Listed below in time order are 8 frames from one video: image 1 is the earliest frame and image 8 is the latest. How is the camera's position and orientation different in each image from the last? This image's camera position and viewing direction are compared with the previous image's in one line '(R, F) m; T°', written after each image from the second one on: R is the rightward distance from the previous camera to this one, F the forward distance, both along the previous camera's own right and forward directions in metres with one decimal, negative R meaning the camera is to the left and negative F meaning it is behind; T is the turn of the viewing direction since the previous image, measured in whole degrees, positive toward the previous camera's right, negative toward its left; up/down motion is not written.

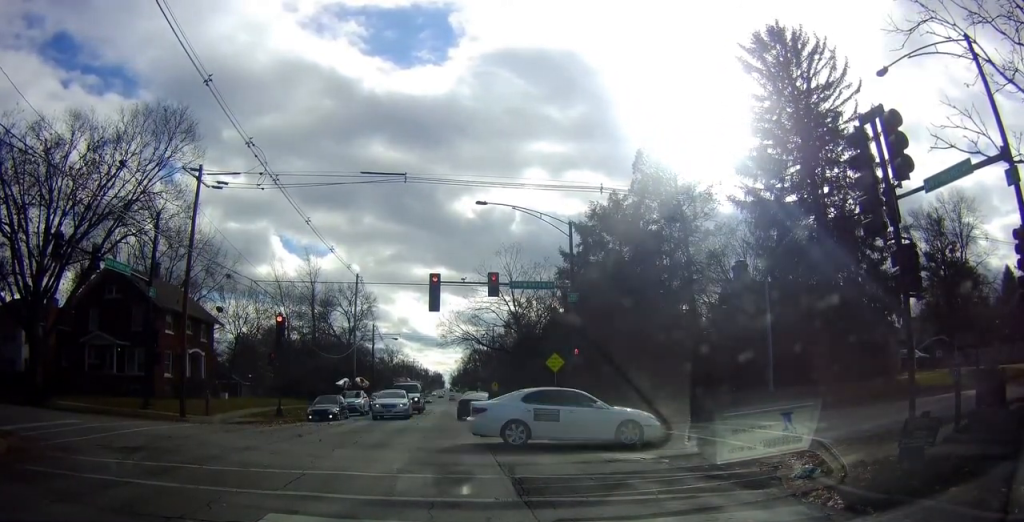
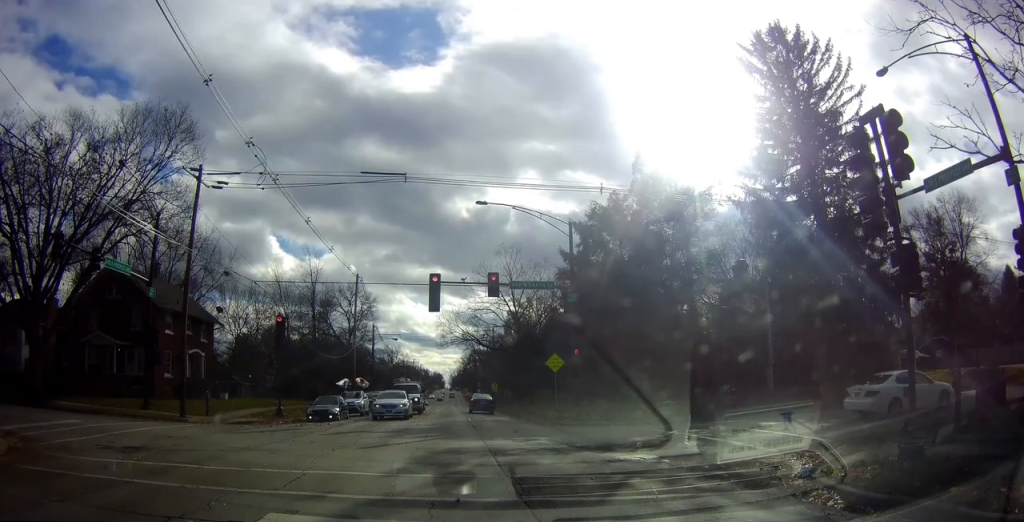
(0.0, 0.0) m; 0°
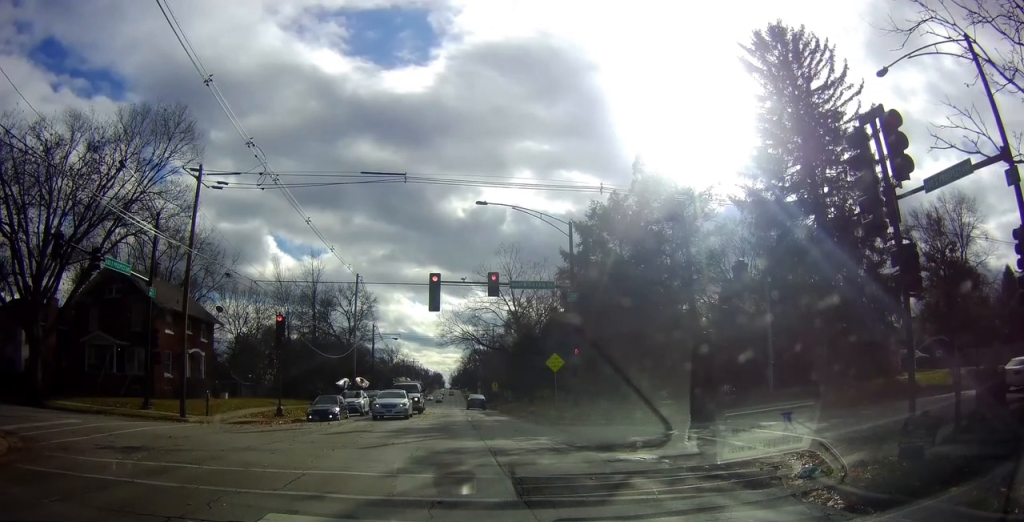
(0.0, 0.0) m; 0°
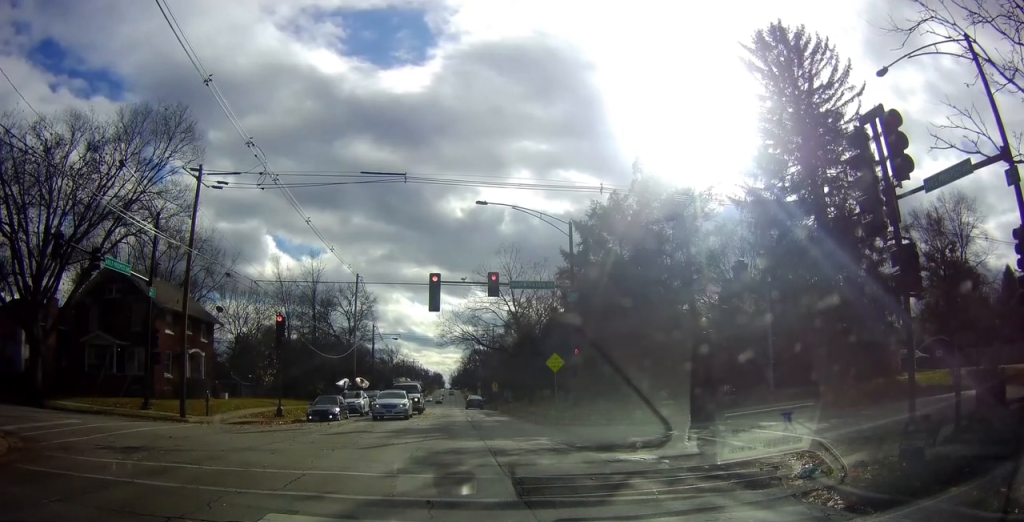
(0.0, 0.0) m; 0°
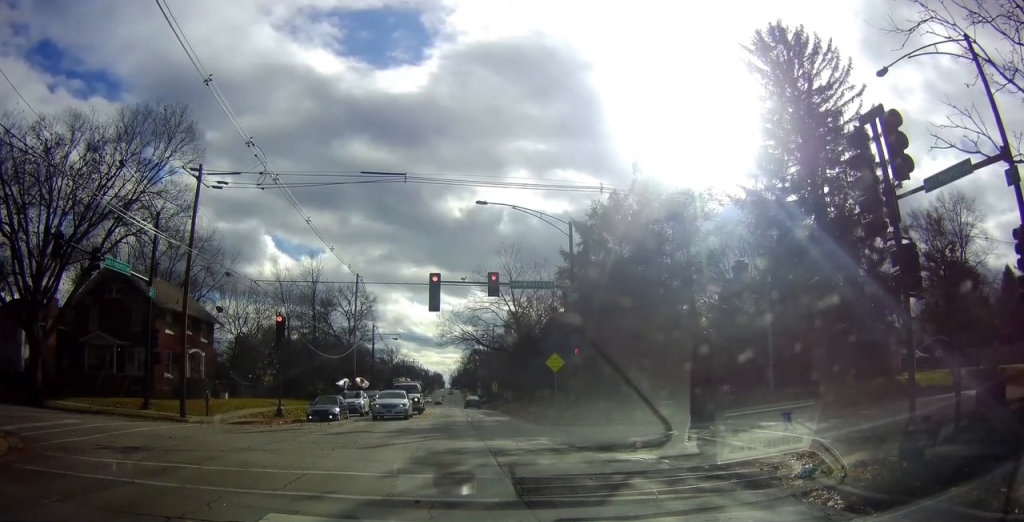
(0.0, 0.0) m; 0°
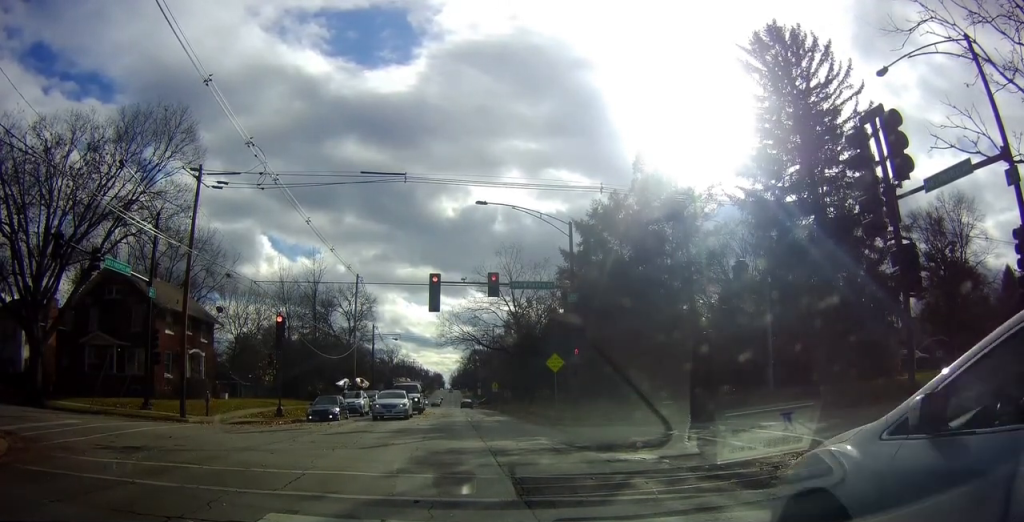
(0.0, +0.2) m; 0°
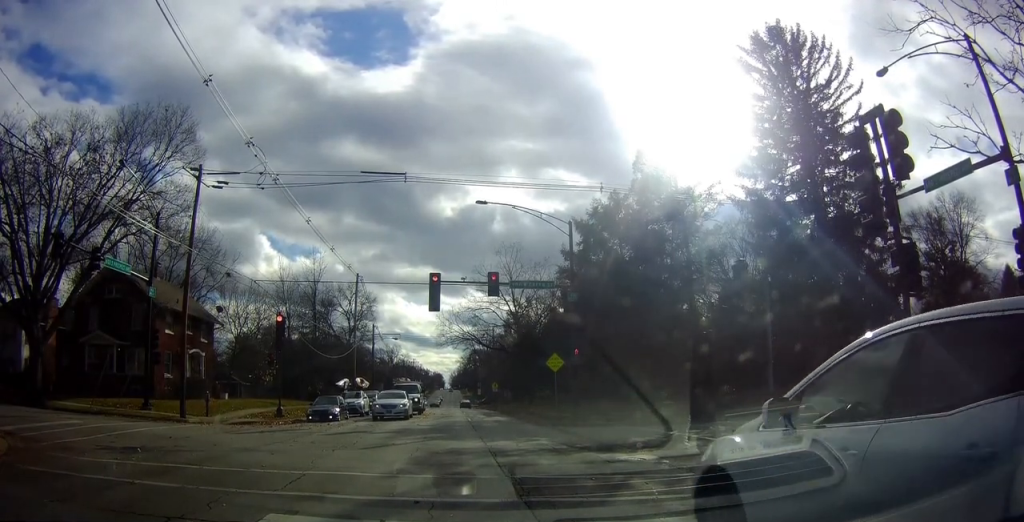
(0.0, 0.0) m; 0°
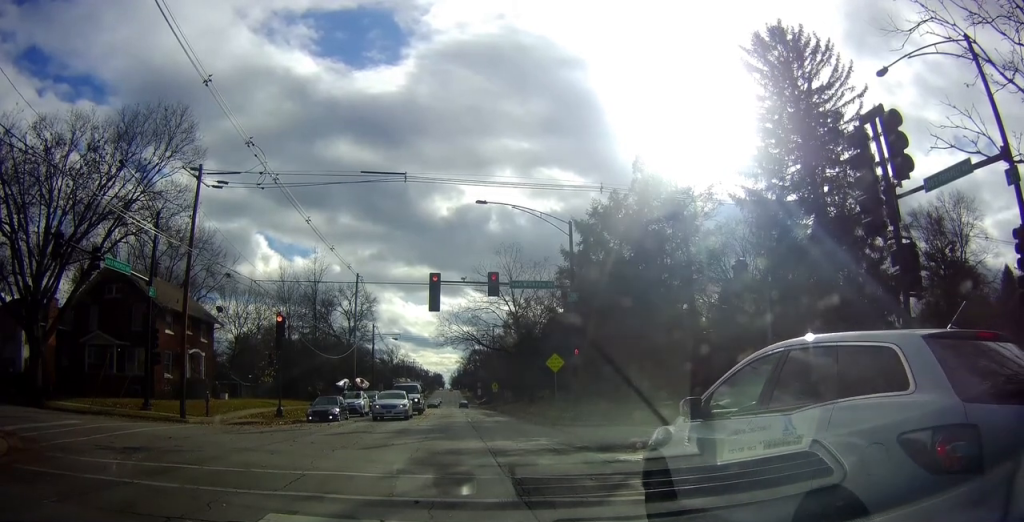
(0.0, 0.0) m; 0°
